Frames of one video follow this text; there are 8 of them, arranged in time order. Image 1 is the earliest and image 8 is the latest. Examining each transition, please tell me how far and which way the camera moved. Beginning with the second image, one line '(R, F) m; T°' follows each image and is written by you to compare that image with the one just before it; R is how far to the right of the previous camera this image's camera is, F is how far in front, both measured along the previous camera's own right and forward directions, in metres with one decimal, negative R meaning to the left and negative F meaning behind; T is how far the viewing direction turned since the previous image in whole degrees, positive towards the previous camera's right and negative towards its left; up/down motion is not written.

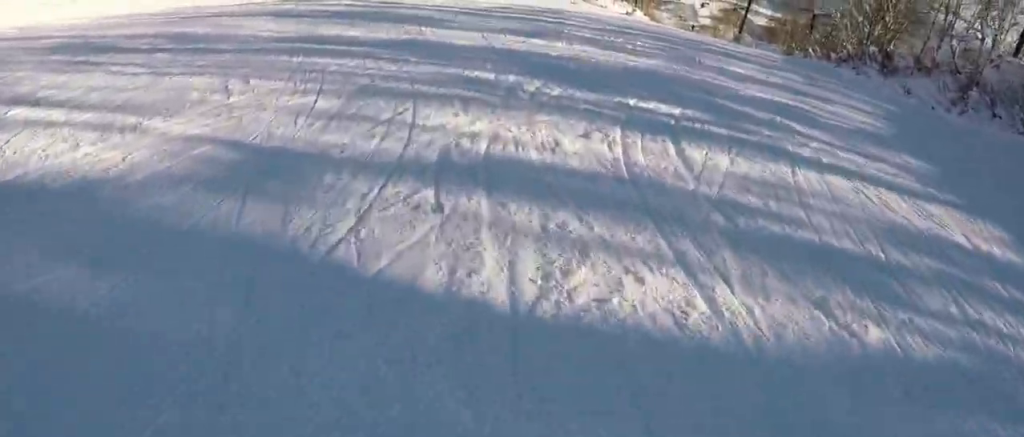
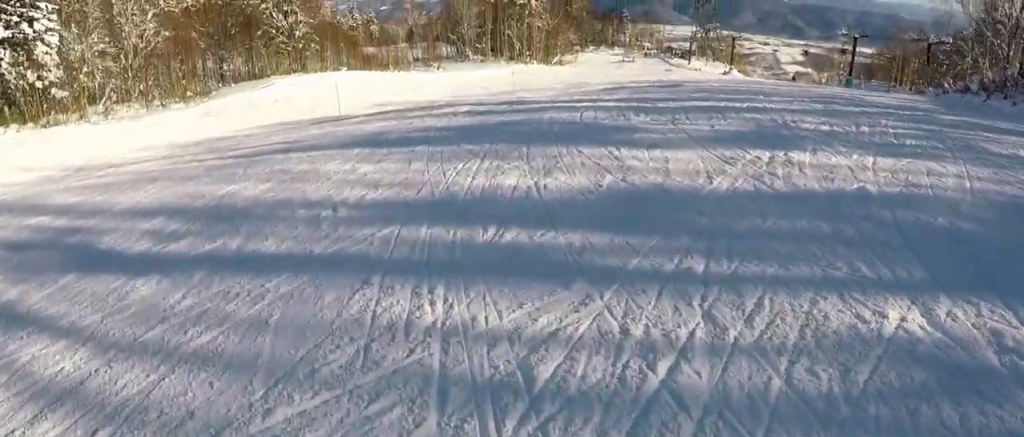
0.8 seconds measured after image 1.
(-0.1, +5.9) m; 0°
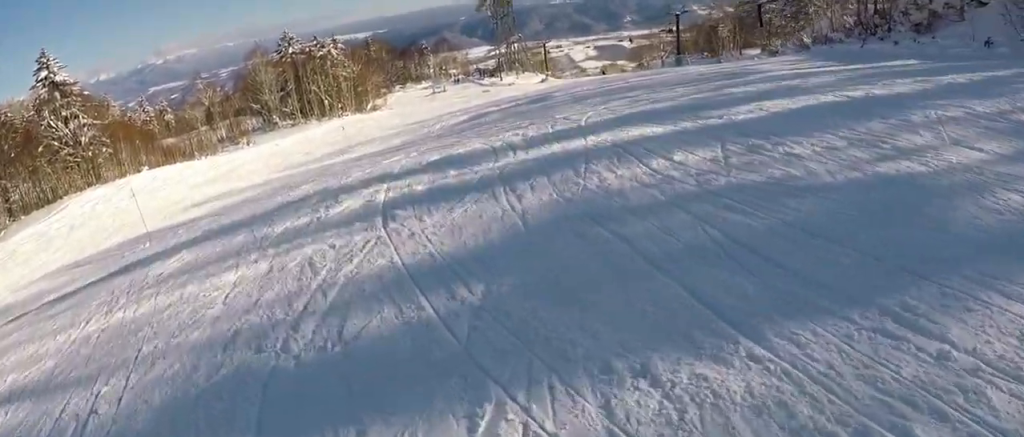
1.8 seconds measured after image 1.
(+0.2, +7.1) m; +15°
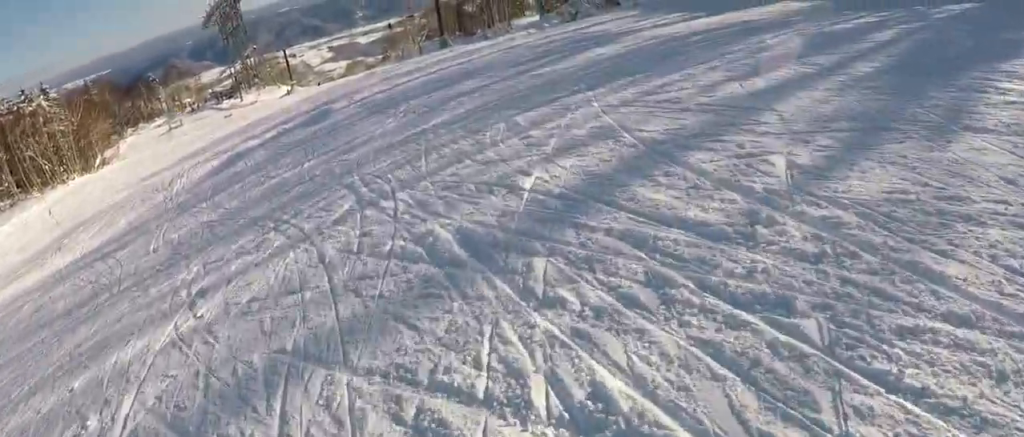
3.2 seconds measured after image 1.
(+3.3, +10.1) m; +30°
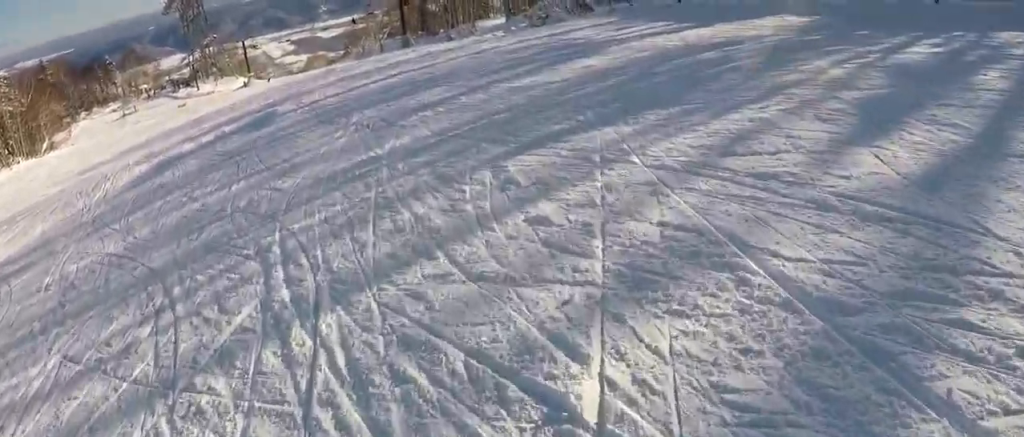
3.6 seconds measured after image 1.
(+0.3, +3.1) m; -3°
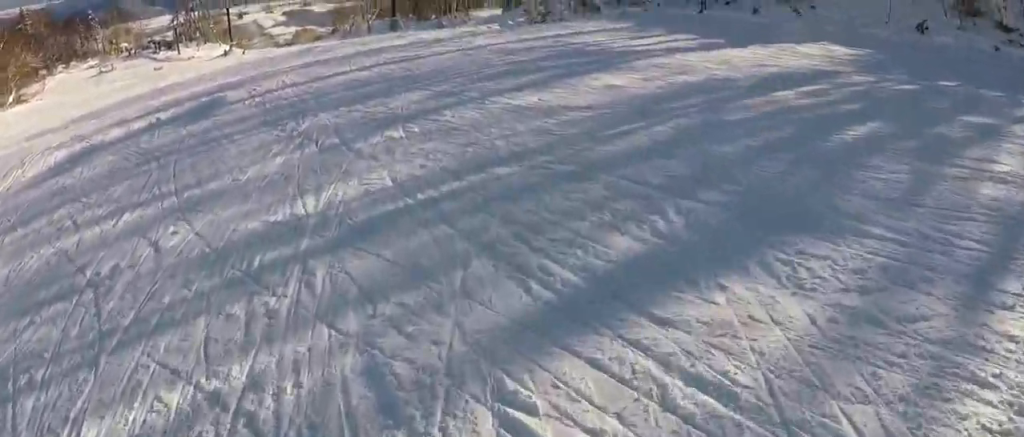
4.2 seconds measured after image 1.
(+0.5, +4.1) m; -5°
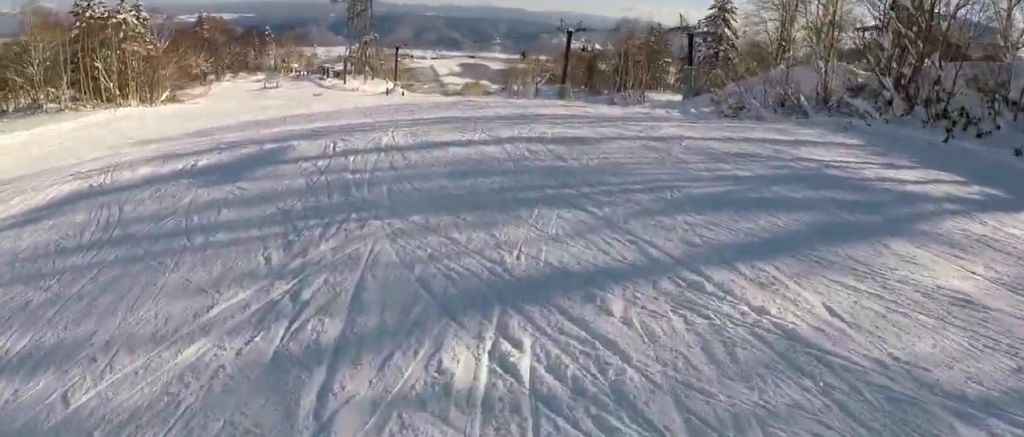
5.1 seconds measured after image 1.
(-1.5, +6.6) m; -13°
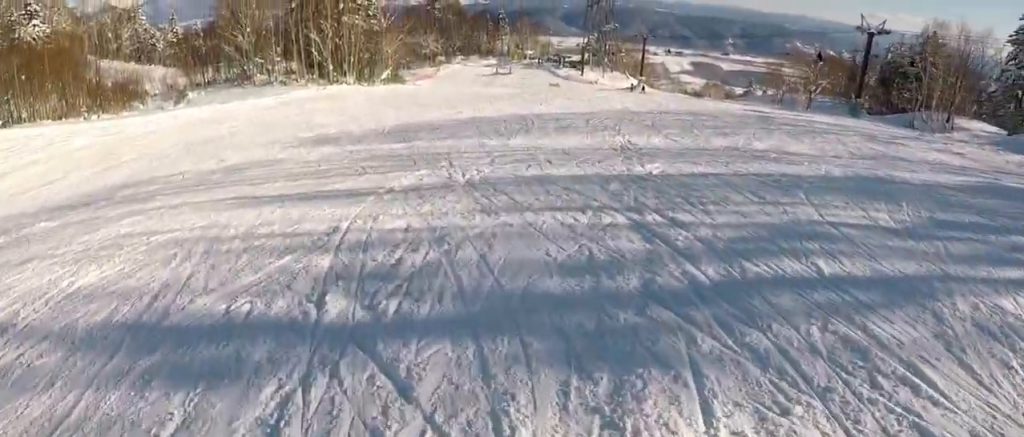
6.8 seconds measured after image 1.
(-2.0, +12.5) m; -5°
